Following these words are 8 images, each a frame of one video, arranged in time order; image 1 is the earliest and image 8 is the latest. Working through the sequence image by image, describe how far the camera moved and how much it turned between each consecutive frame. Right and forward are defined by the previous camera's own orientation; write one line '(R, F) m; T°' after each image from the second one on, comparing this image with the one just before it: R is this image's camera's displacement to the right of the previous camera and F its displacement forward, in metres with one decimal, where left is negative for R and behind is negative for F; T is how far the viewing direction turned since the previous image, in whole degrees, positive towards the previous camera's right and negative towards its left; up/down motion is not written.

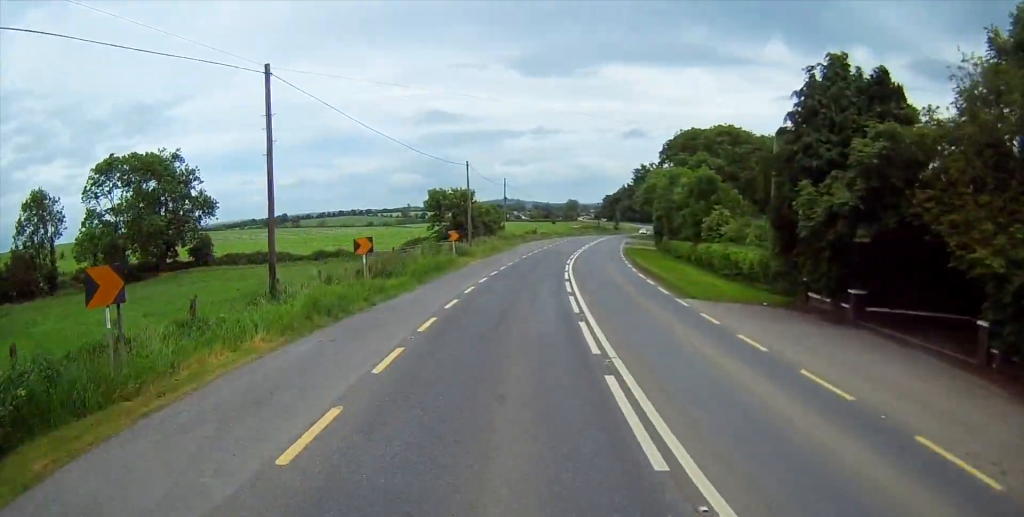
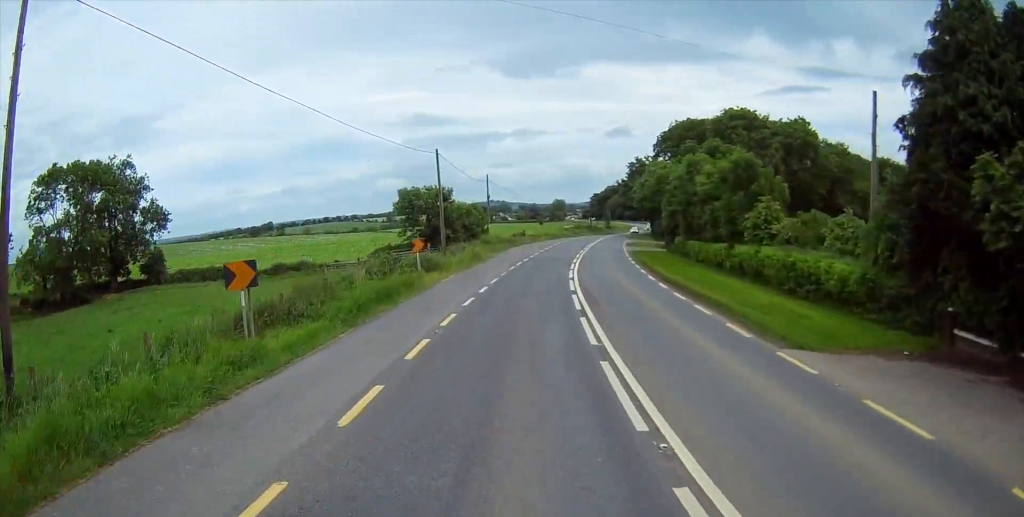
(+0.5, +10.8) m; +2°
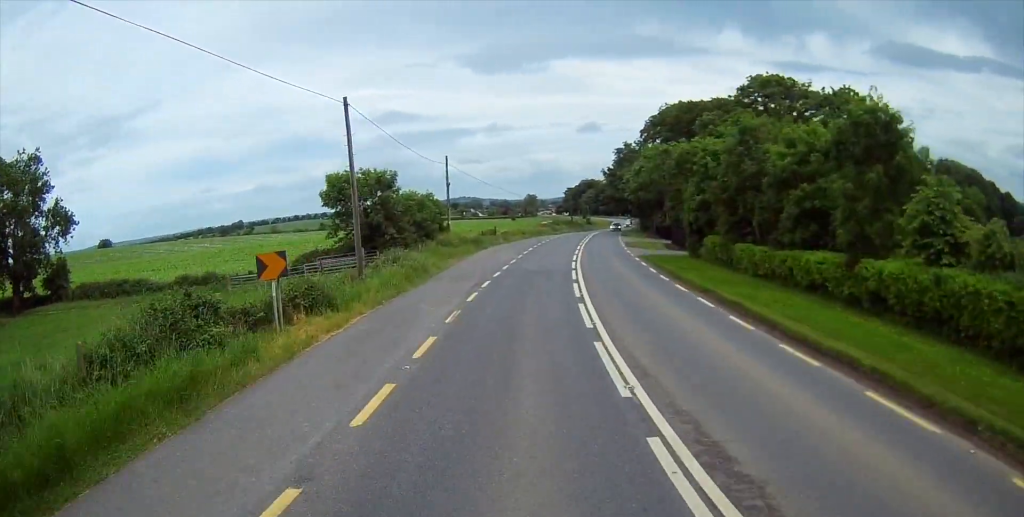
(+0.3, +16.9) m; +2°
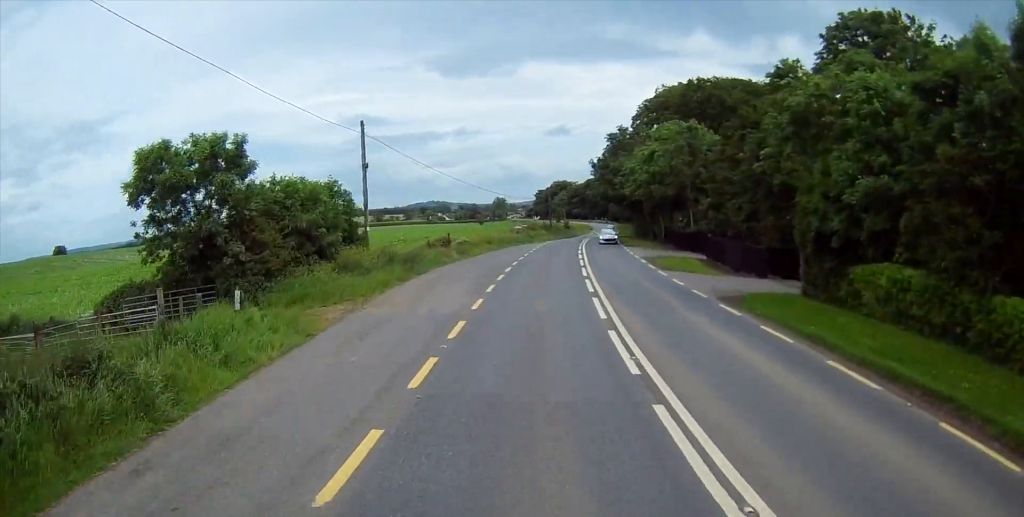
(+0.4, +23.2) m; +3°
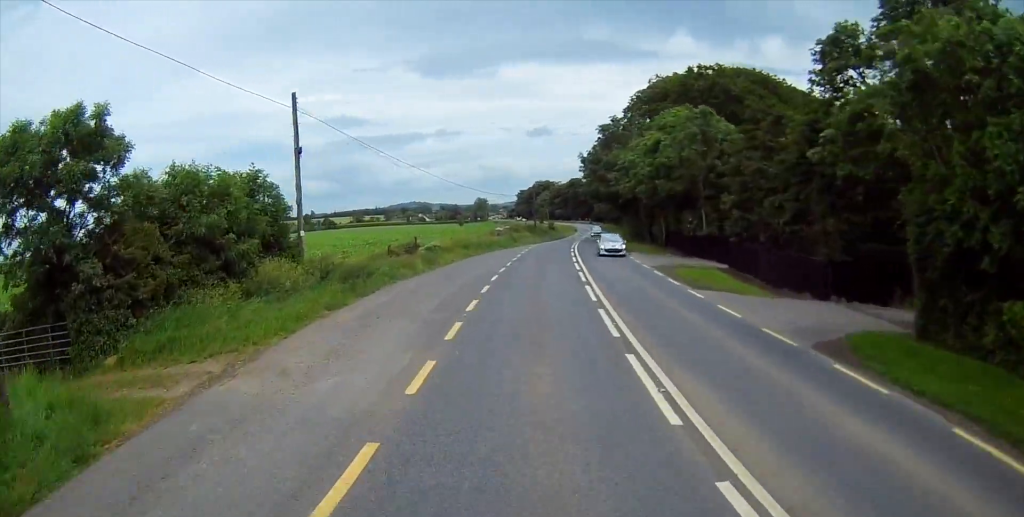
(0.0, +8.9) m; +1°
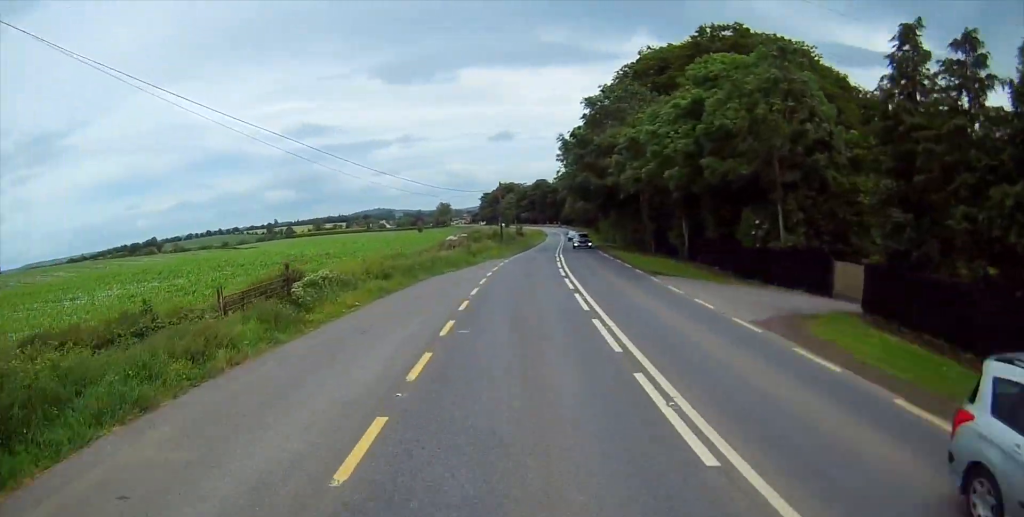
(+0.6, +19.6) m; +3°
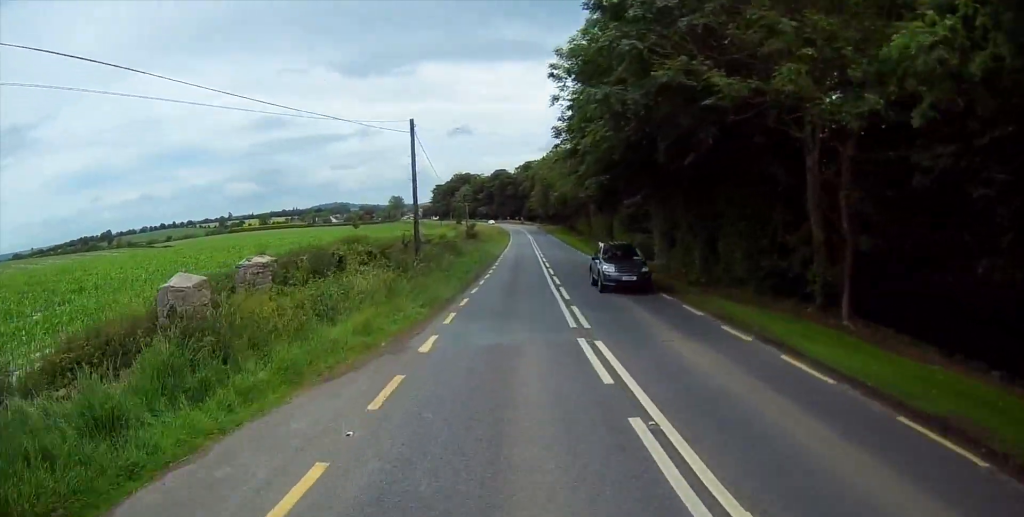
(+1.5, +38.8) m; +4°
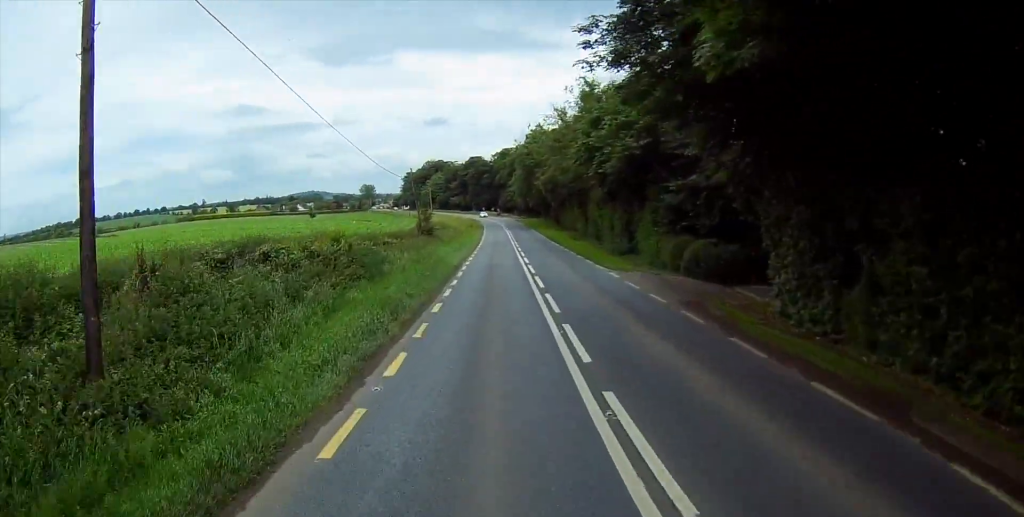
(+0.3, +22.2) m; +1°
